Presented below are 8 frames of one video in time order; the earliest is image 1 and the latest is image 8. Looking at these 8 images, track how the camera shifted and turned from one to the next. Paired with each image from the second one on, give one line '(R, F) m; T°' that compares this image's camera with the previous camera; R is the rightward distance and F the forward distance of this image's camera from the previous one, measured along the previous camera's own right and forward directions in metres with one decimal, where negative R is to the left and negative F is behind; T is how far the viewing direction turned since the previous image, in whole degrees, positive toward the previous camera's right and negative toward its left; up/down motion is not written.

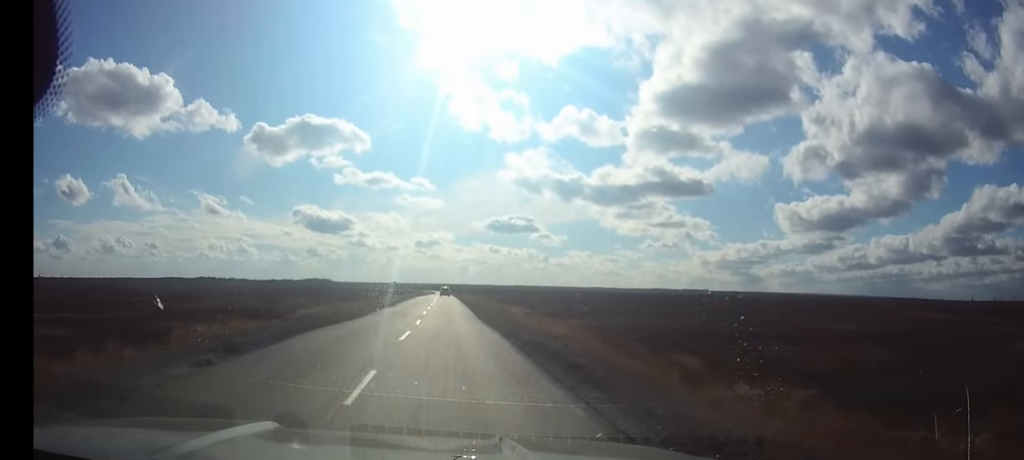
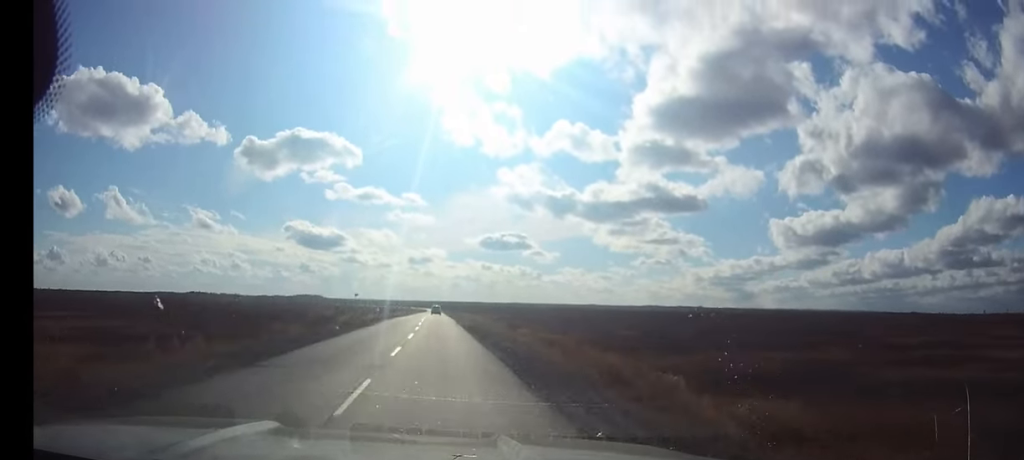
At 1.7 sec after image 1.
(+0.1, +34.7) m; 0°
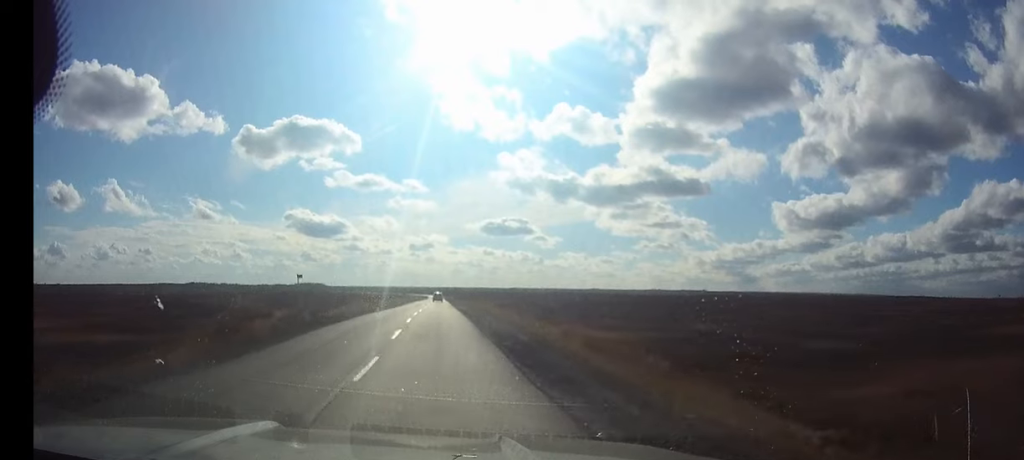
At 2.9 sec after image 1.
(0.0, +24.8) m; 0°
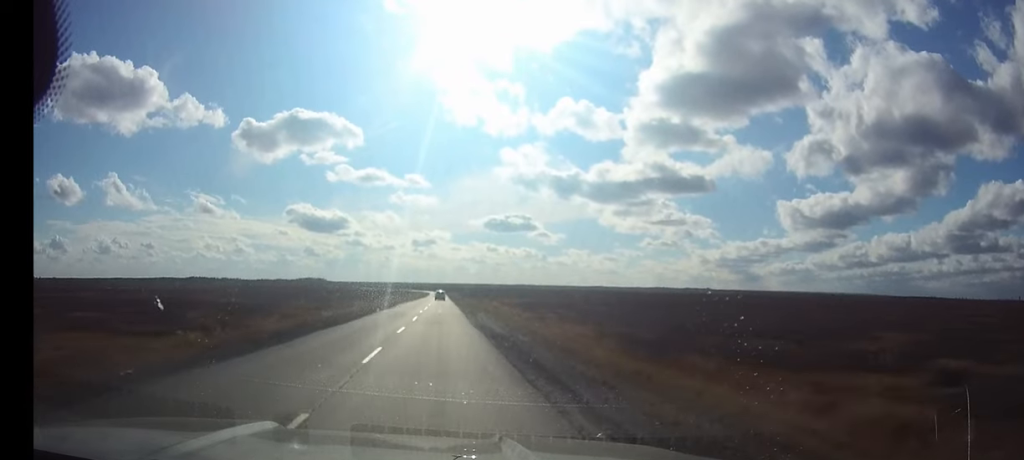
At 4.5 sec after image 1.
(-0.1, +33.8) m; 0°
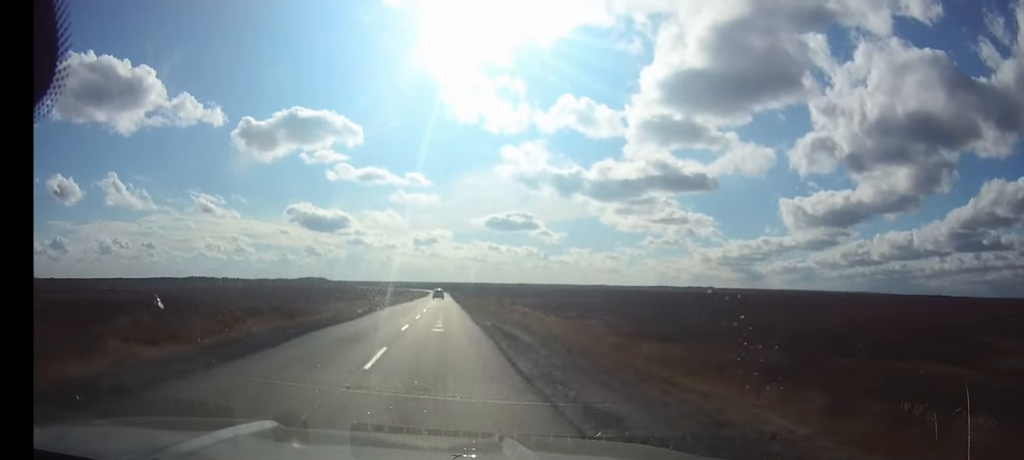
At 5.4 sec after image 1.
(0.0, +18.7) m; 0°
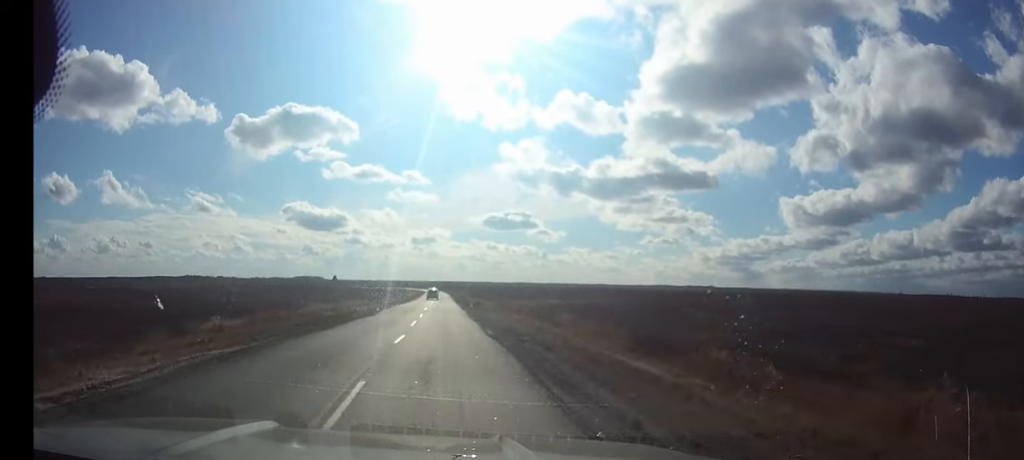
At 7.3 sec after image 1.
(0.0, +41.8) m; 0°
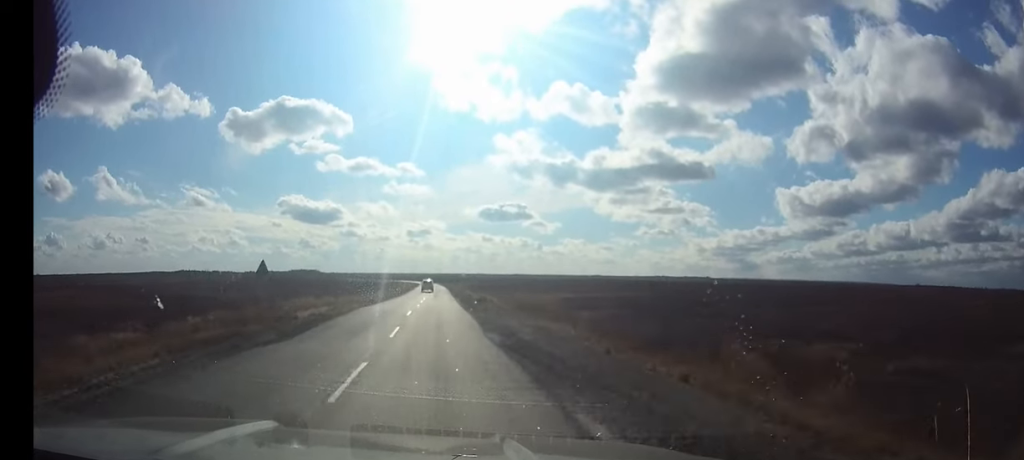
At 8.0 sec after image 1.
(+0.1, +16.2) m; 0°
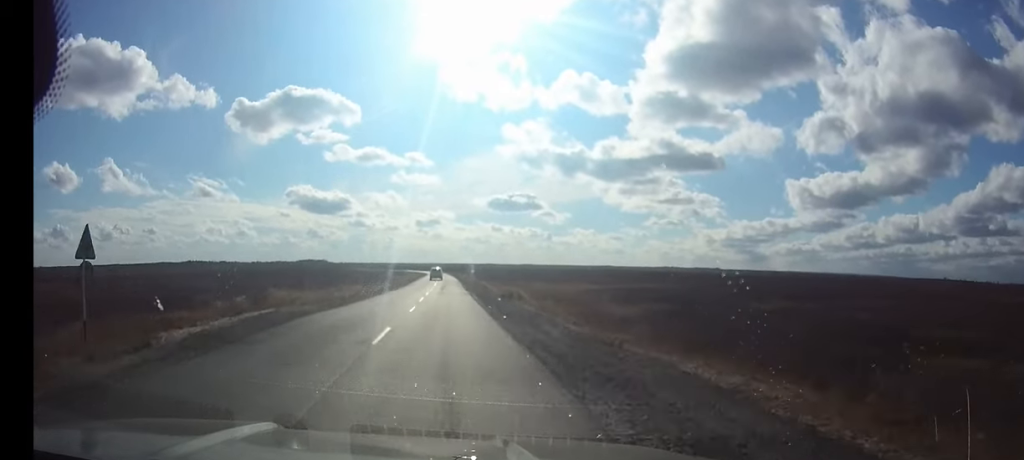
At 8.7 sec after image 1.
(-0.2, +14.0) m; 0°
